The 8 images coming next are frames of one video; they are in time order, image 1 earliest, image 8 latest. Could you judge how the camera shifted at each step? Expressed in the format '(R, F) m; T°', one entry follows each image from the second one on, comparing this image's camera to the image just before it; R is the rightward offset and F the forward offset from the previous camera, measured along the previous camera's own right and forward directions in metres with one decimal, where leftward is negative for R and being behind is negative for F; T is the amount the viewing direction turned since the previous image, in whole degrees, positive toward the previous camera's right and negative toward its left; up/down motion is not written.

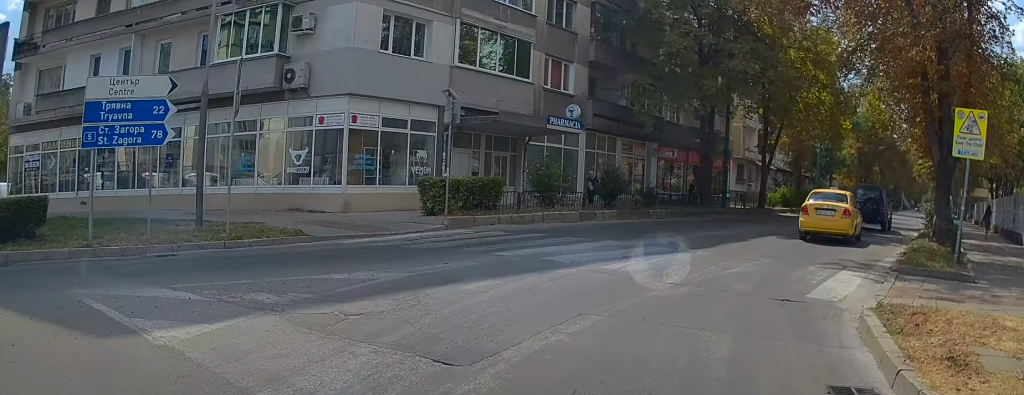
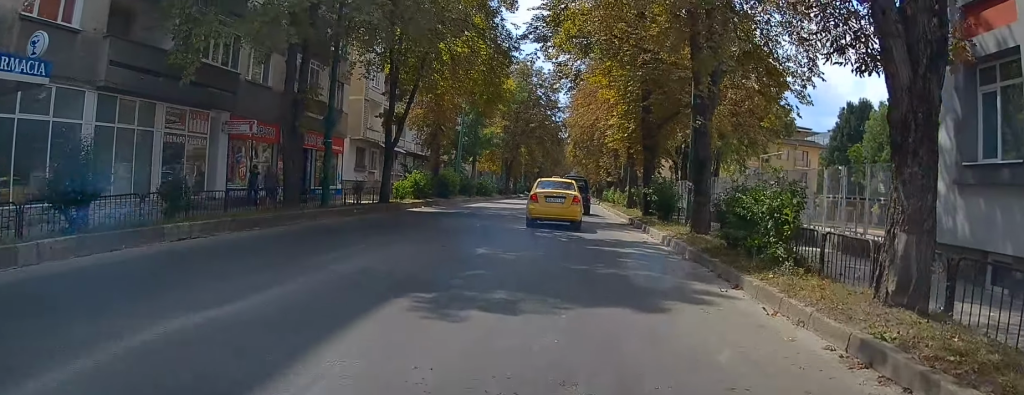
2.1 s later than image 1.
(+2.7, +13.9) m; +26°
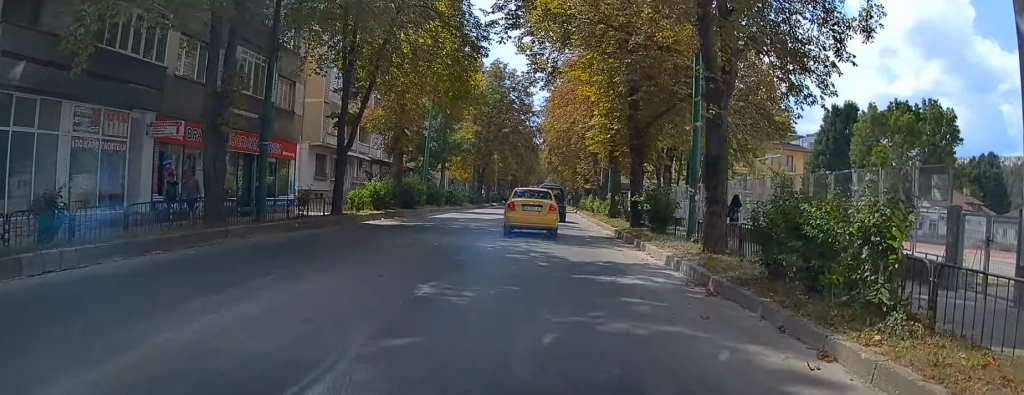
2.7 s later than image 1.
(+0.4, +4.2) m; +4°
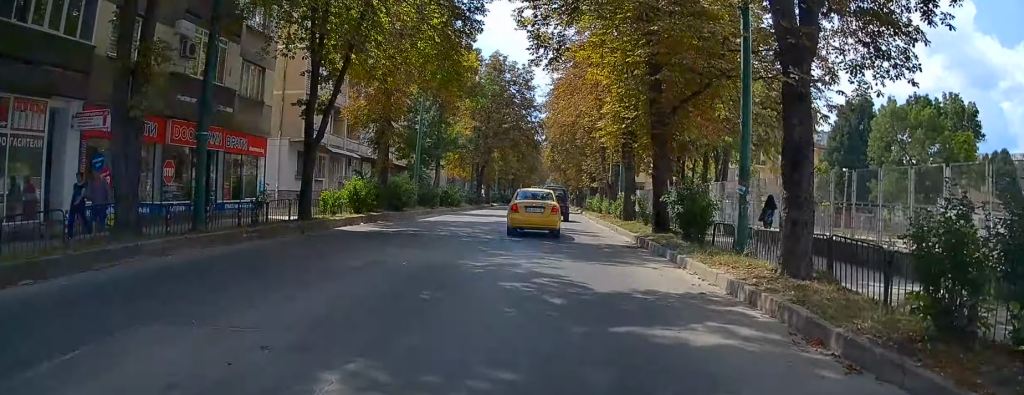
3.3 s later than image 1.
(+0.2, +4.9) m; +3°
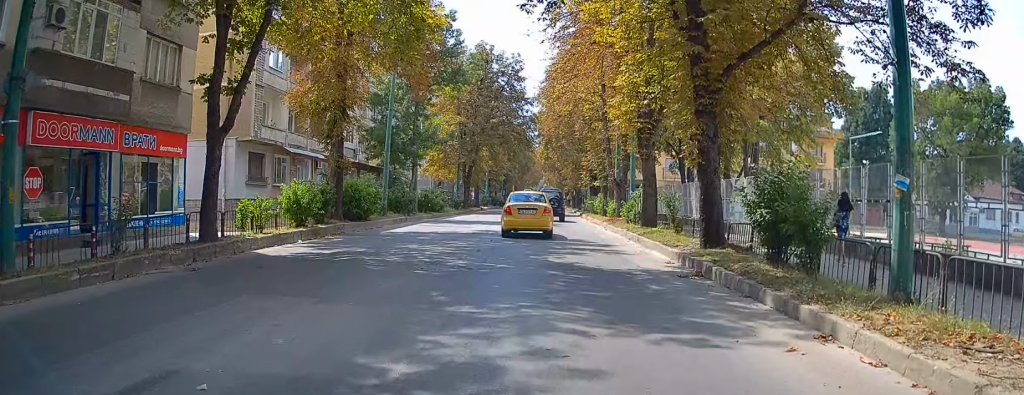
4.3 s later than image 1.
(+0.2, +7.8) m; +4°
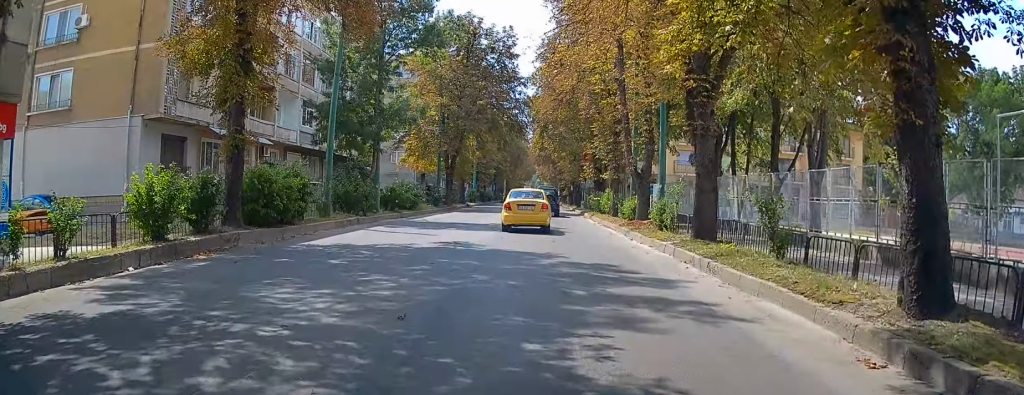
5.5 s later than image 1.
(+0.4, +9.5) m; +3°
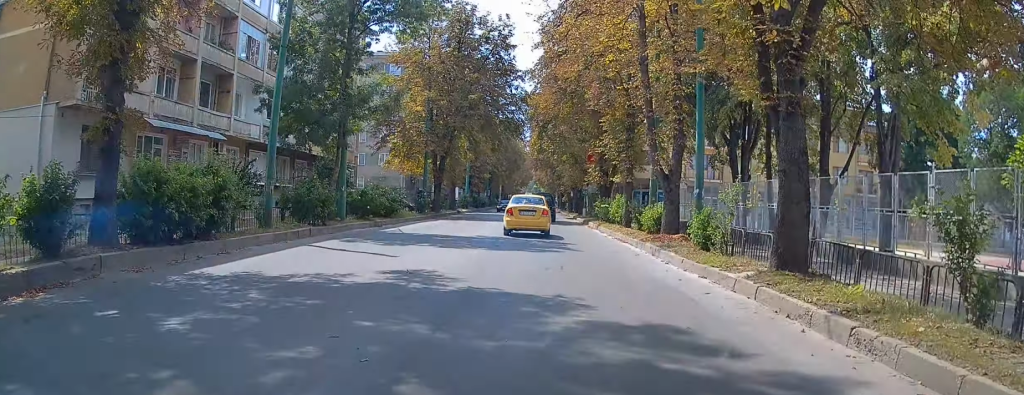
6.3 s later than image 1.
(0.0, +6.1) m; +1°
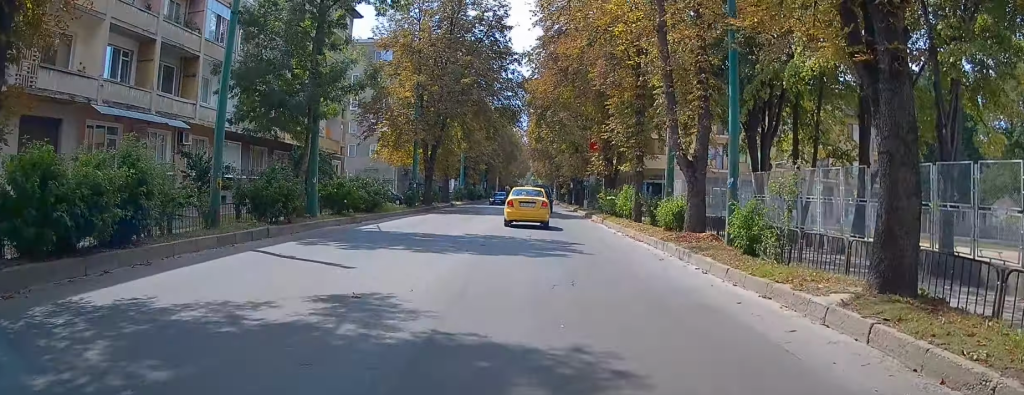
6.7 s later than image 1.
(0.0, +3.7) m; +1°
